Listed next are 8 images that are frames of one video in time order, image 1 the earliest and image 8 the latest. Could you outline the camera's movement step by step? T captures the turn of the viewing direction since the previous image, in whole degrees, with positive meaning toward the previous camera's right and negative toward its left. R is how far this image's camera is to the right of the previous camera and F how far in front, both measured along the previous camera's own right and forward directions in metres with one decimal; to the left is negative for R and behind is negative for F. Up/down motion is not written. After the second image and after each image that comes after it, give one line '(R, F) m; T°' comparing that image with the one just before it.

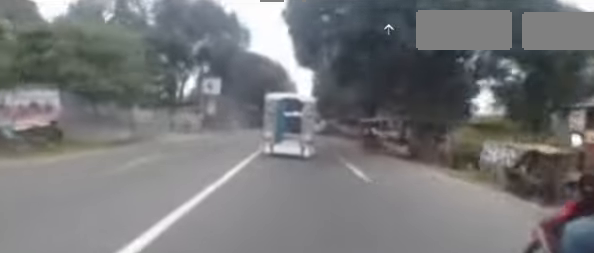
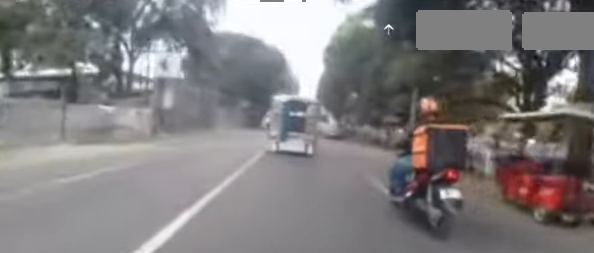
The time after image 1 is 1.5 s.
(-0.1, +11.9) m; 0°
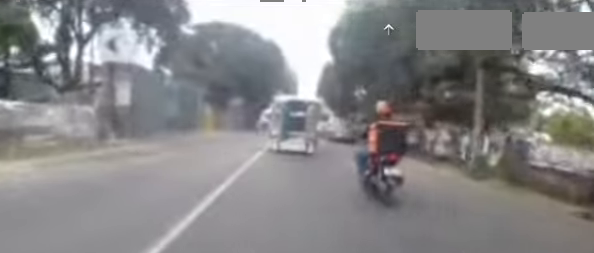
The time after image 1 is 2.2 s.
(0.0, +5.8) m; +2°
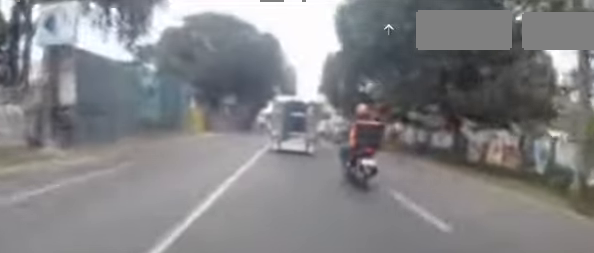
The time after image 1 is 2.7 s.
(-0.1, +4.1) m; +2°
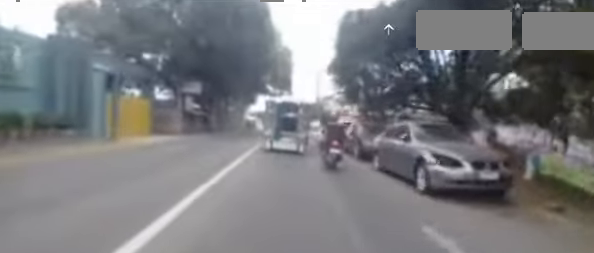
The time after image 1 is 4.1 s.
(+0.3, +12.0) m; -1°
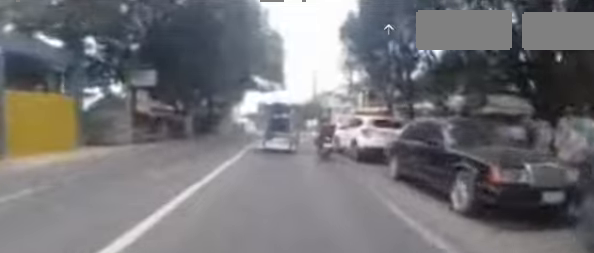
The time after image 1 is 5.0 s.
(-0.3, +7.6) m; -2°
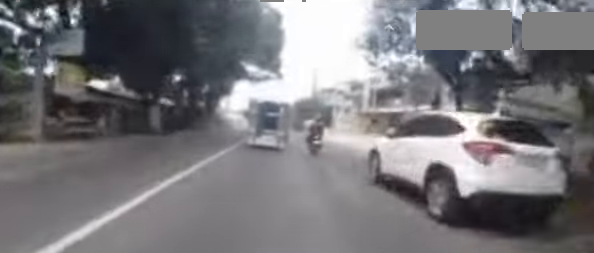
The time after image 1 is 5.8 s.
(0.0, +6.3) m; 0°
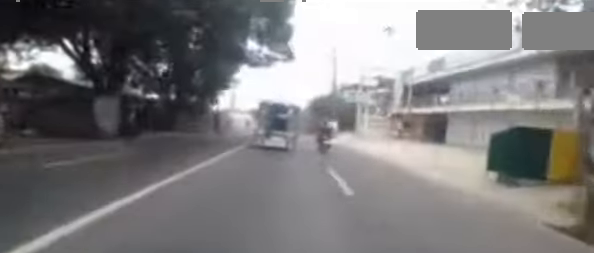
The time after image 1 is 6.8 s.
(0.0, +8.6) m; +3°
